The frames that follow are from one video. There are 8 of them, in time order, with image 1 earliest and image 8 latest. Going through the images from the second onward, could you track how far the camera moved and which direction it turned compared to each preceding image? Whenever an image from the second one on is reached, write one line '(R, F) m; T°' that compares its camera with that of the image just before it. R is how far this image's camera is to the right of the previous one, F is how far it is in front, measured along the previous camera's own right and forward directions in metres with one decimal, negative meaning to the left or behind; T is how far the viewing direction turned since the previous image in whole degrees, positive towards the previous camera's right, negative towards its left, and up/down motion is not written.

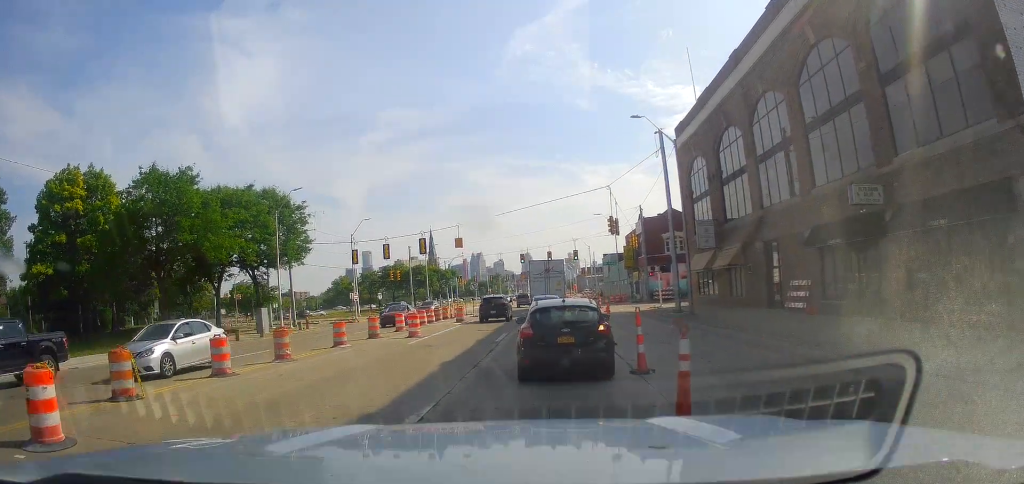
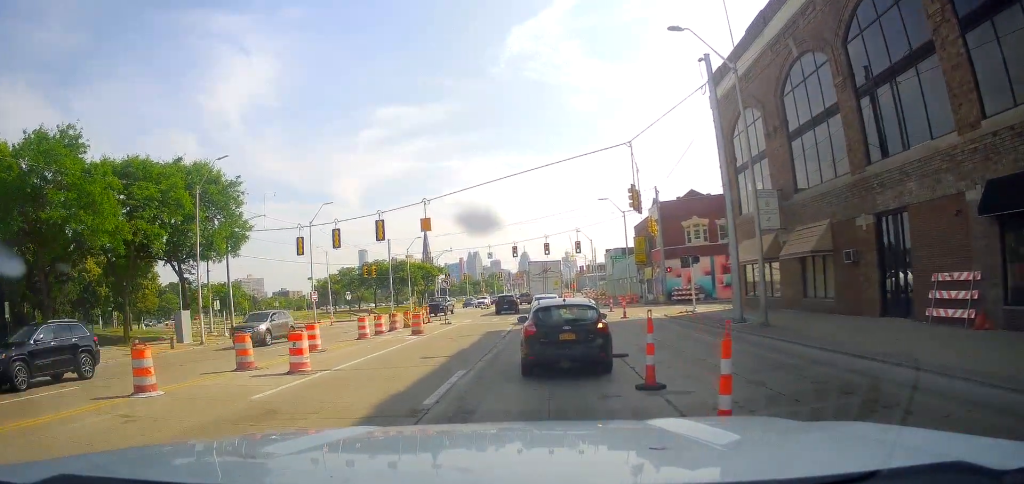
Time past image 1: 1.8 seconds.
(-0.2, +11.3) m; -2°
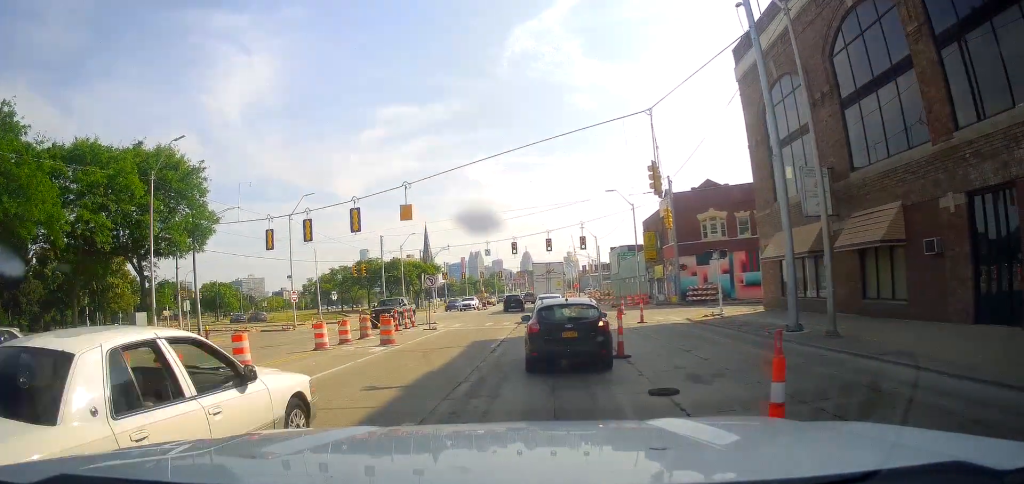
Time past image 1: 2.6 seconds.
(0.0, +5.3) m; 0°
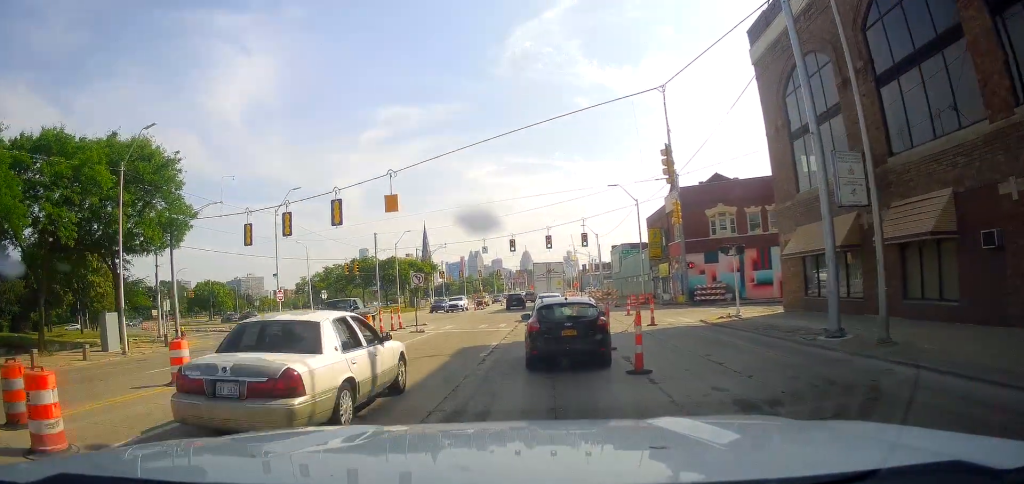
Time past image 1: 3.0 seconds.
(+0.2, +2.9) m; 0°
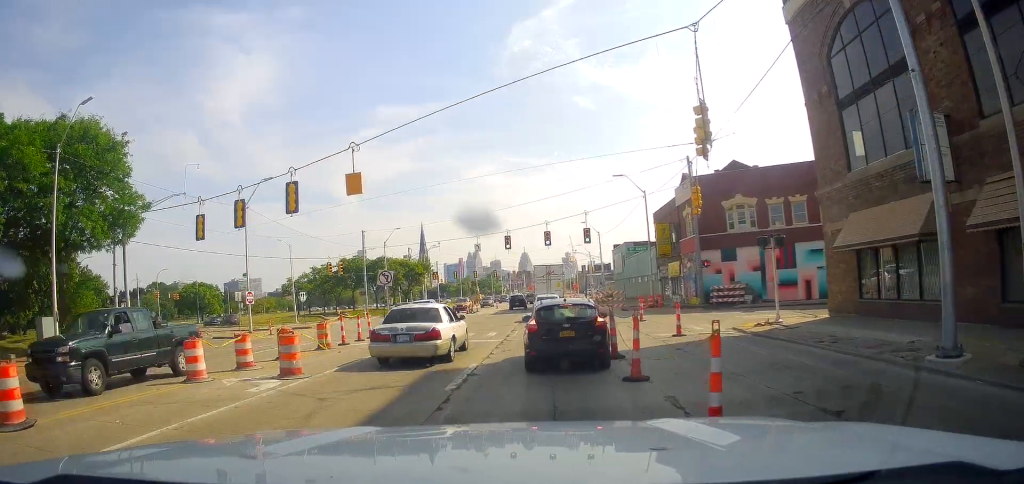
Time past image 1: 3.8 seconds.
(-0.1, +5.2) m; 0°
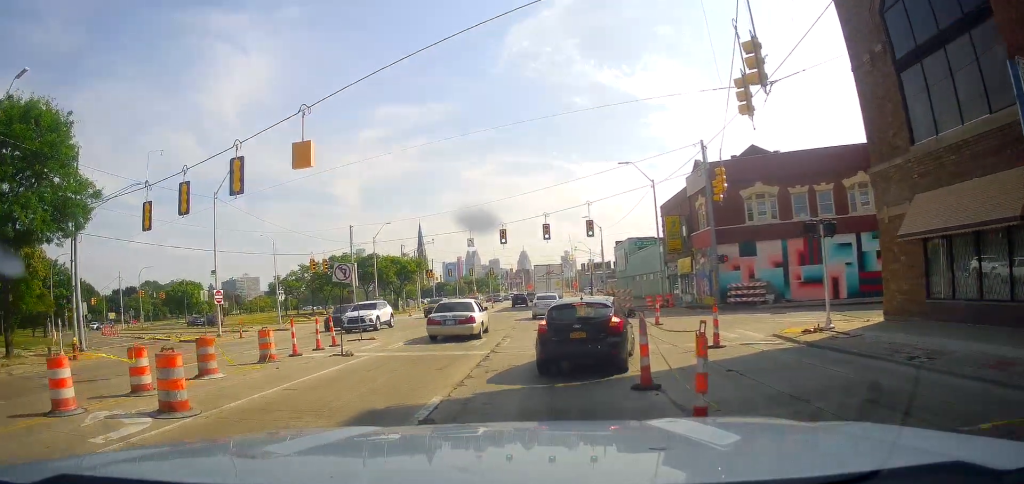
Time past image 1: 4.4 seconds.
(-0.1, +4.6) m; 0°
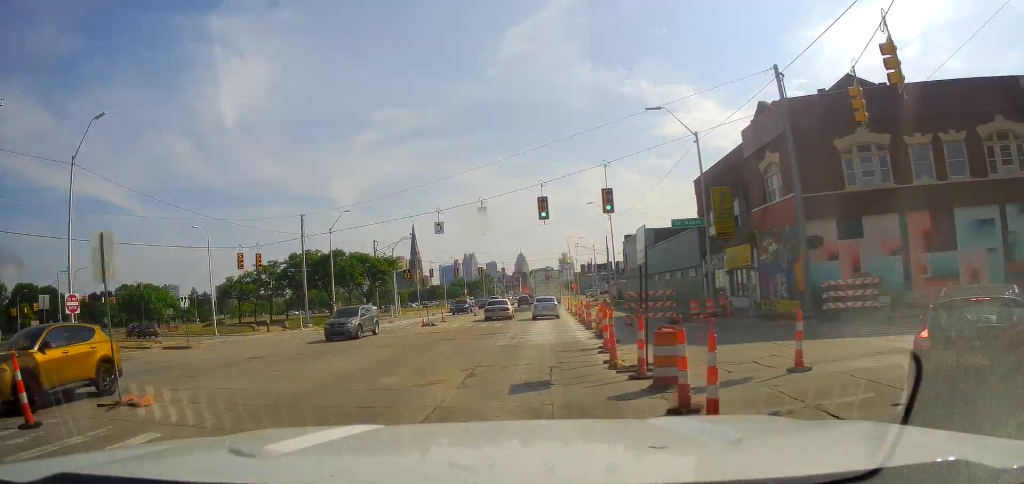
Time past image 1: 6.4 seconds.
(+0.1, +14.6) m; +2°
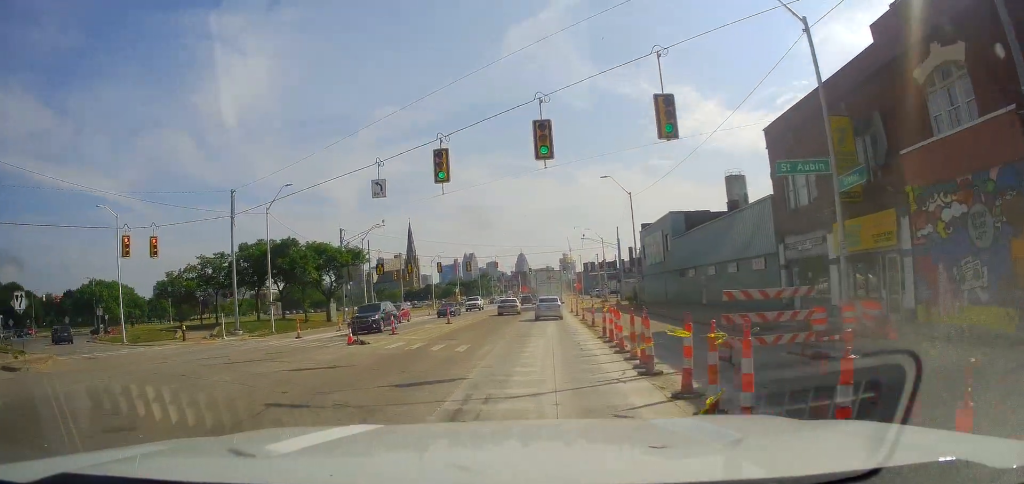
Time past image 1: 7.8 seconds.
(+0.3, +13.6) m; 0°
